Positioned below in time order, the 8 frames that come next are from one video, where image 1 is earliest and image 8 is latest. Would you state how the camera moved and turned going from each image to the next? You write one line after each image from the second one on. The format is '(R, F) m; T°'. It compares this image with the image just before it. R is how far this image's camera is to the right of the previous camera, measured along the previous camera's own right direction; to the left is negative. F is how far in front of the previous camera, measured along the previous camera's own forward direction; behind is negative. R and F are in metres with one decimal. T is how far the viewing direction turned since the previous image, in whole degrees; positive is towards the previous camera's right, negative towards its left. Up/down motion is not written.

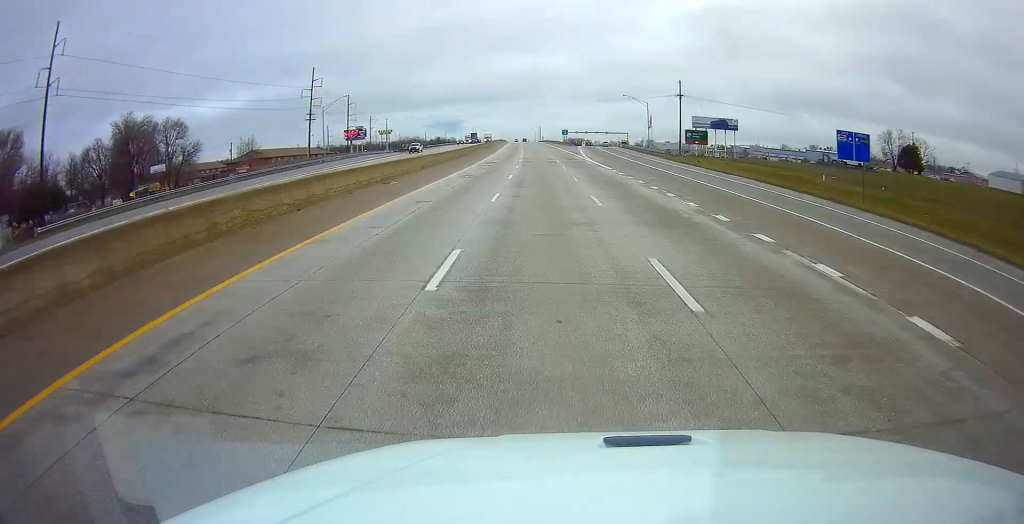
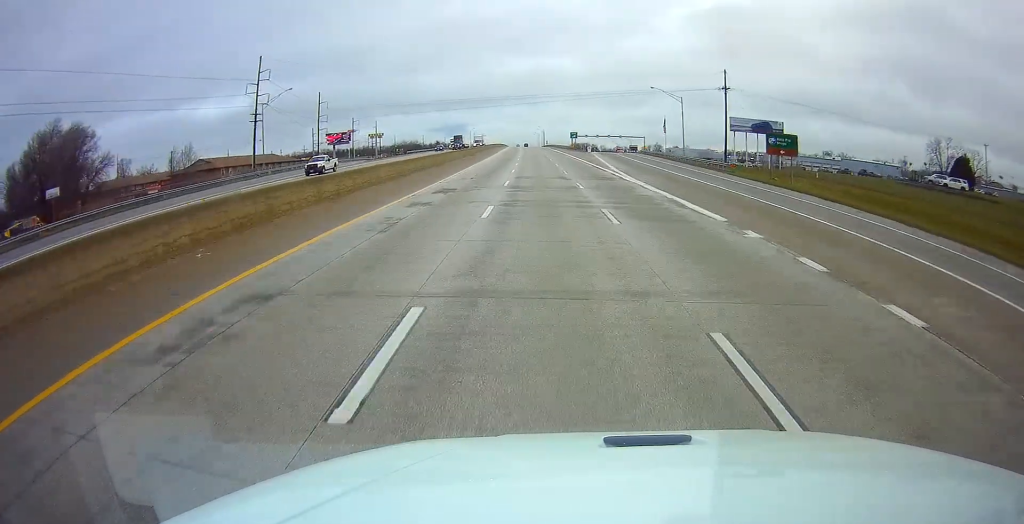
(0.0, +28.1) m; -1°
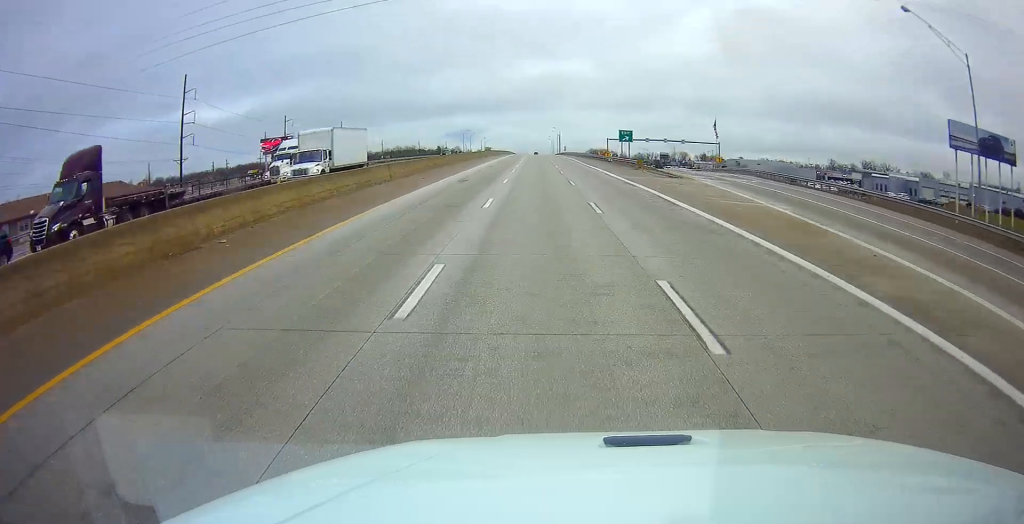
(-0.3, +70.1) m; -1°
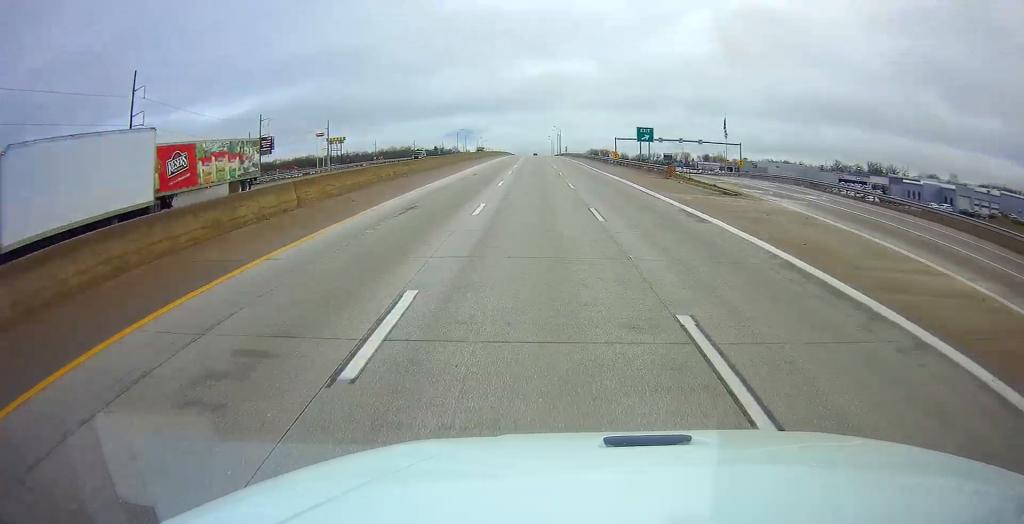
(-0.3, +14.0) m; -1°
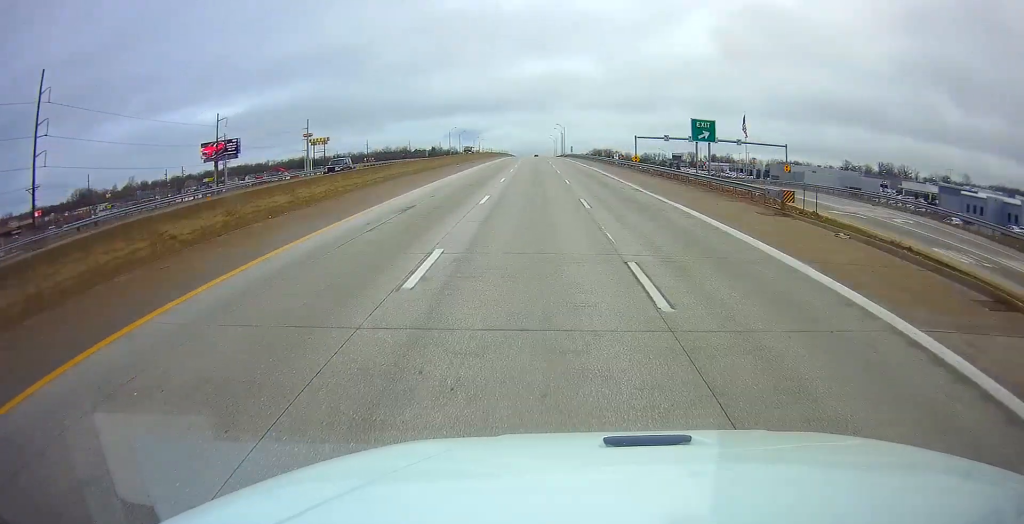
(-0.2, +21.0) m; 0°
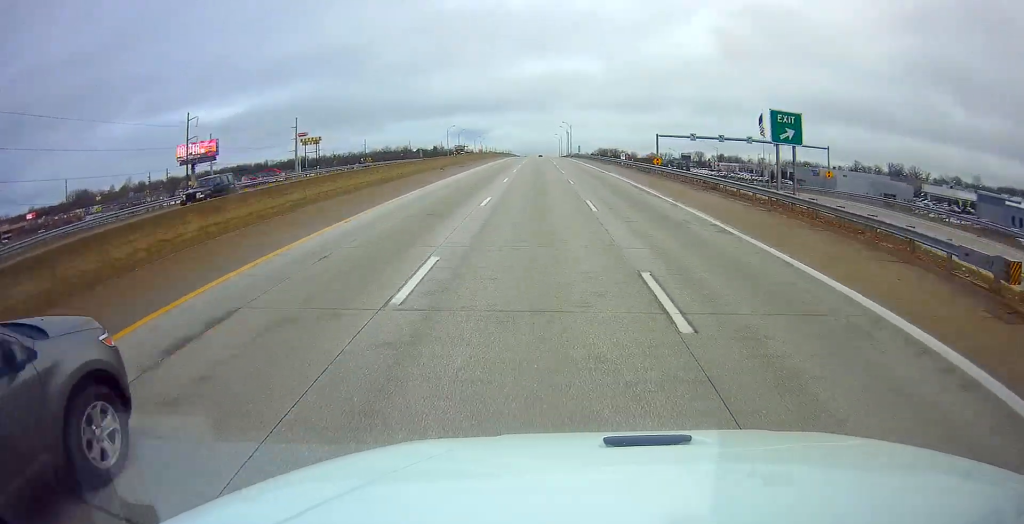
(0.0, +13.0) m; 0°
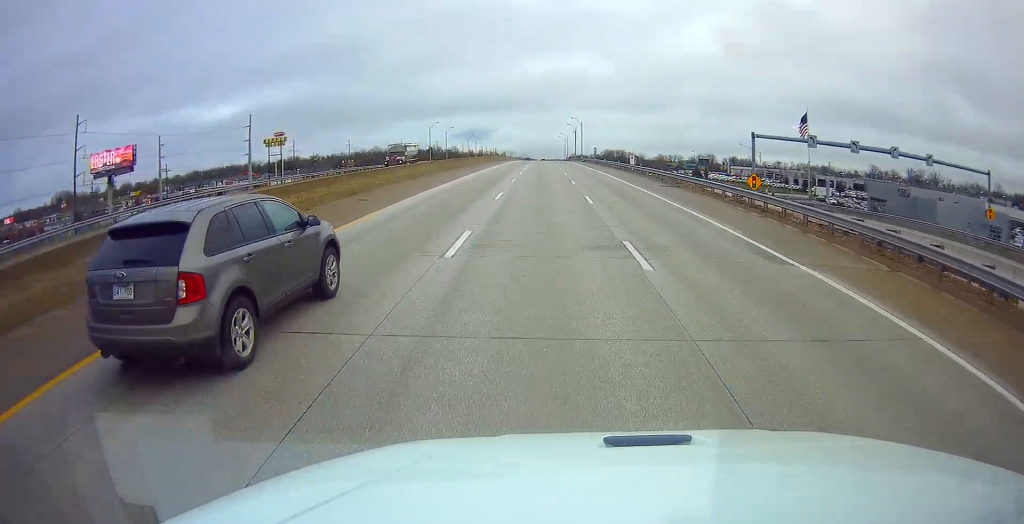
(0.0, +32.9) m; 0°
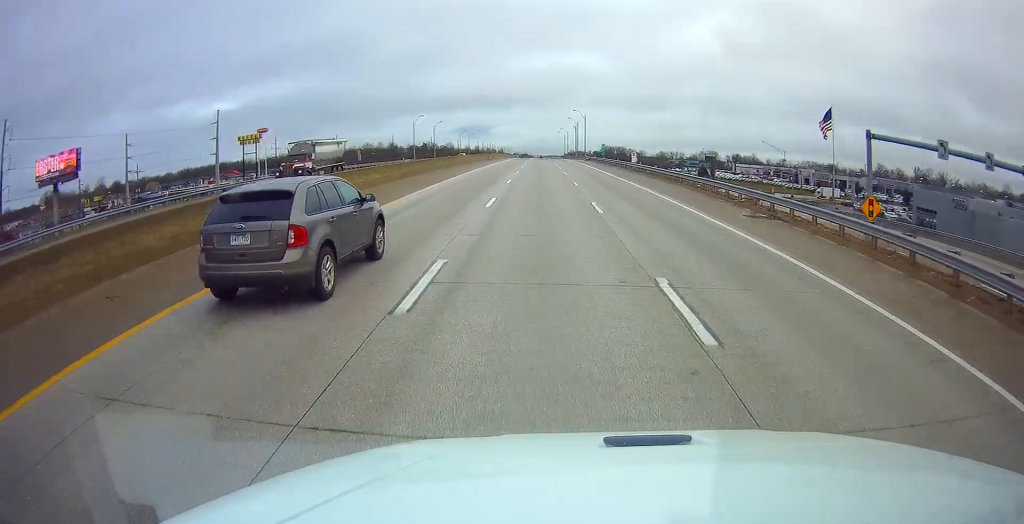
(0.0, +16.0) m; 0°
